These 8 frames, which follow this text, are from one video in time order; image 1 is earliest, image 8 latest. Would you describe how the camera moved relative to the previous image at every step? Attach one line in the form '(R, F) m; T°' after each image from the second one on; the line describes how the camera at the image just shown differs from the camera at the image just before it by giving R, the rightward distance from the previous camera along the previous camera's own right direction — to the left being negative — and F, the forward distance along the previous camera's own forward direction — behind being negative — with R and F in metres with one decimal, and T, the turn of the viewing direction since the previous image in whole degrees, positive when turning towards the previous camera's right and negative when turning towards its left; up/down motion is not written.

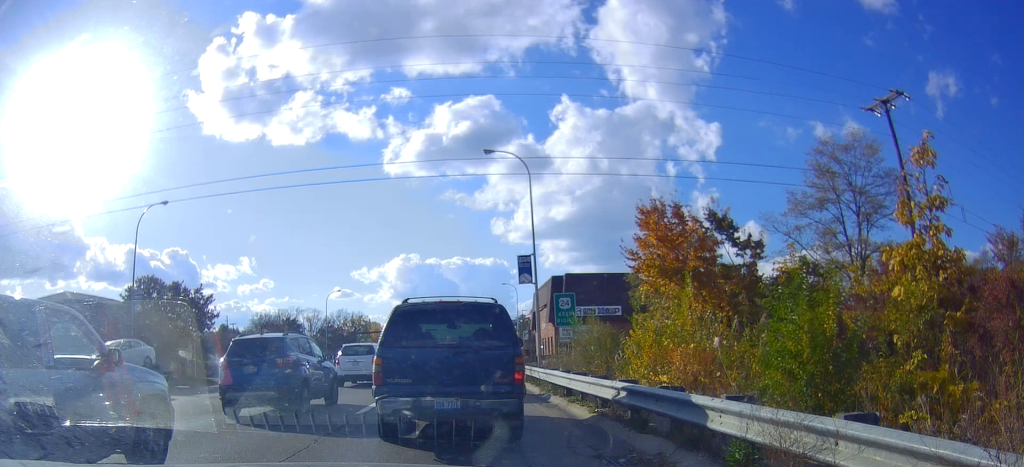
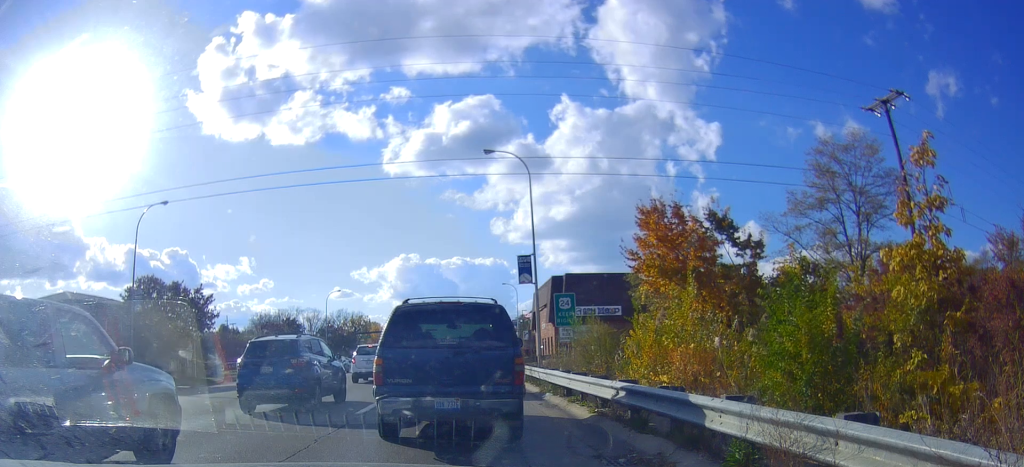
(0.0, 0.0) m; 0°
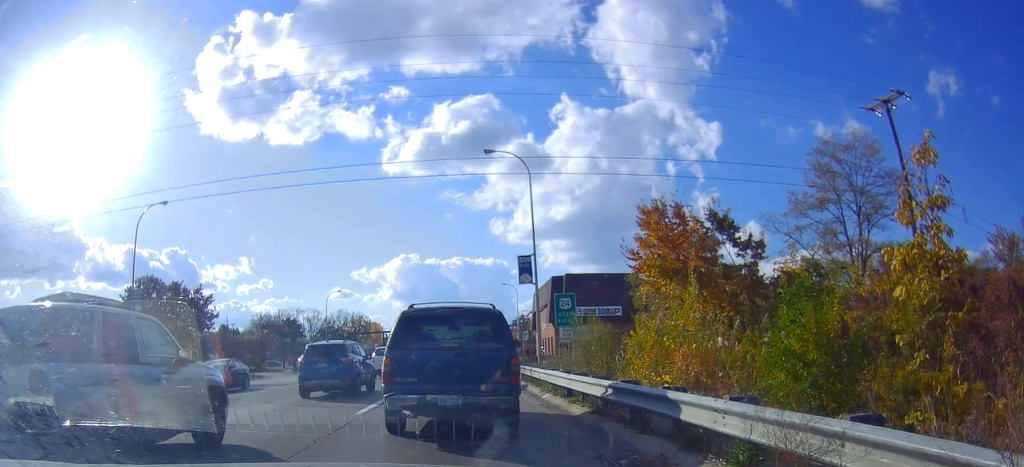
(0.0, +0.3) m; 0°
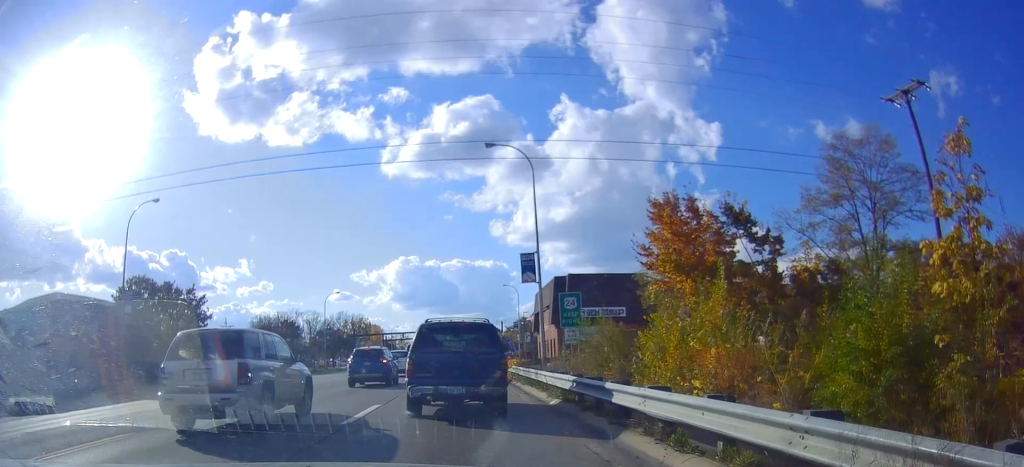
(0.0, +0.5) m; 0°
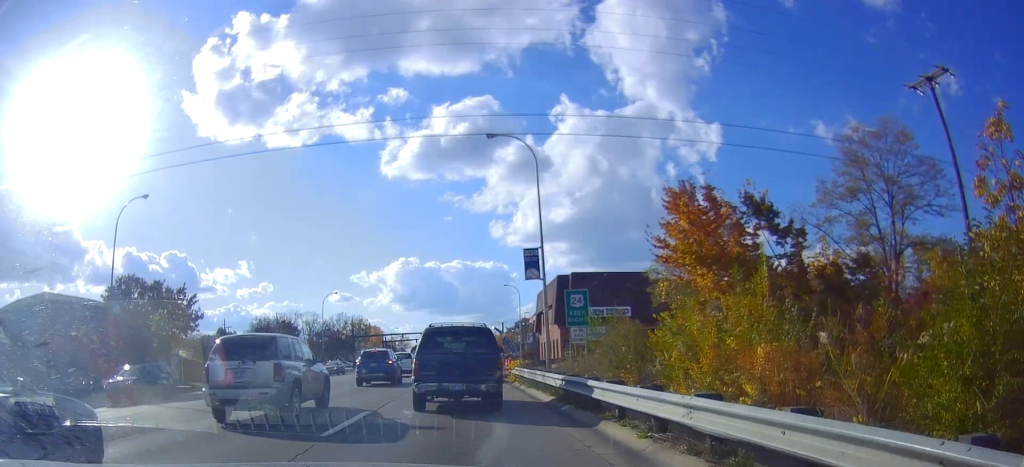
(0.0, +0.6) m; 0°
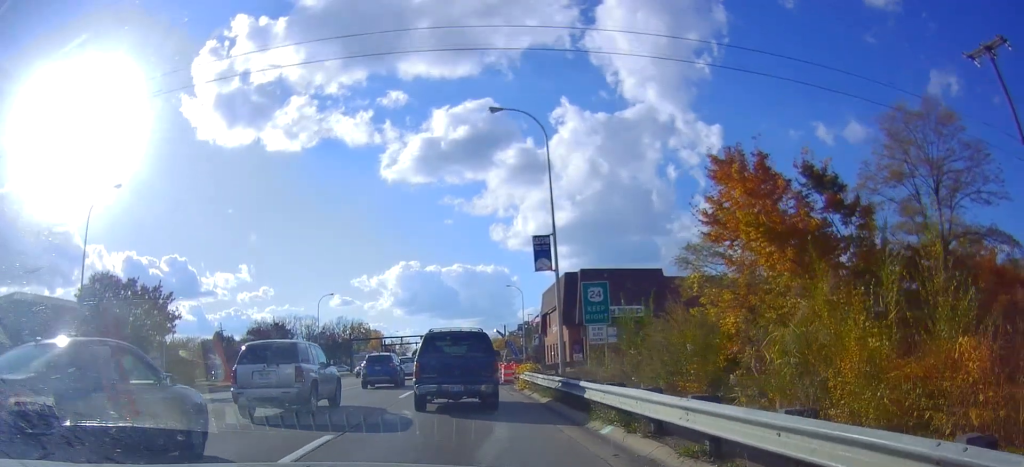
(0.0, +1.5) m; 0°
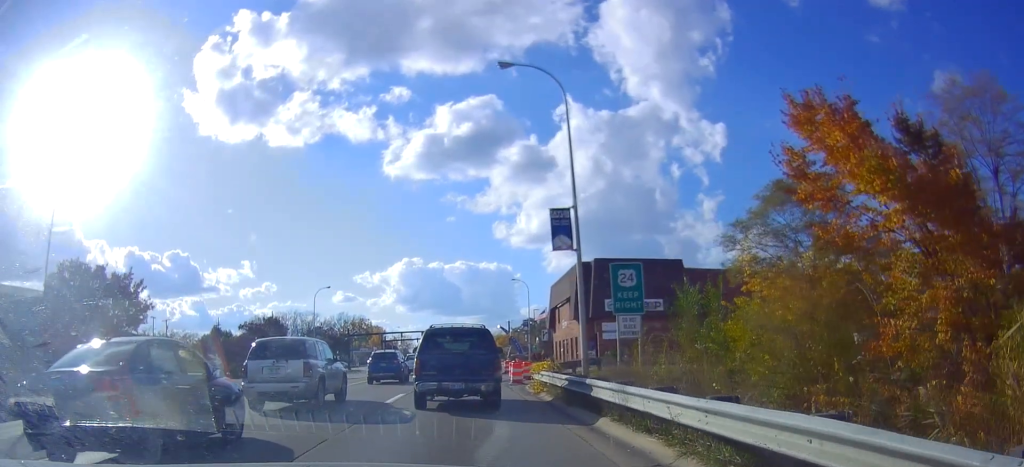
(0.0, +2.2) m; -3°
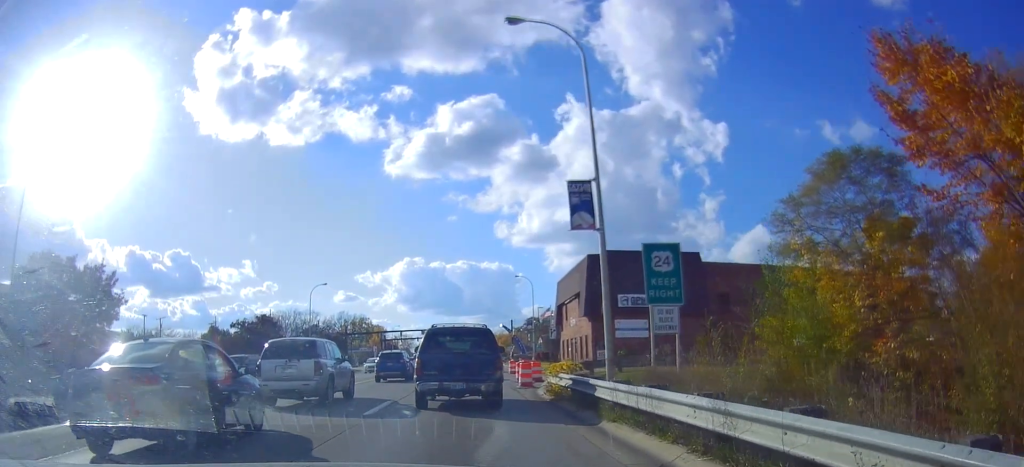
(0.0, +2.5) m; -3°
